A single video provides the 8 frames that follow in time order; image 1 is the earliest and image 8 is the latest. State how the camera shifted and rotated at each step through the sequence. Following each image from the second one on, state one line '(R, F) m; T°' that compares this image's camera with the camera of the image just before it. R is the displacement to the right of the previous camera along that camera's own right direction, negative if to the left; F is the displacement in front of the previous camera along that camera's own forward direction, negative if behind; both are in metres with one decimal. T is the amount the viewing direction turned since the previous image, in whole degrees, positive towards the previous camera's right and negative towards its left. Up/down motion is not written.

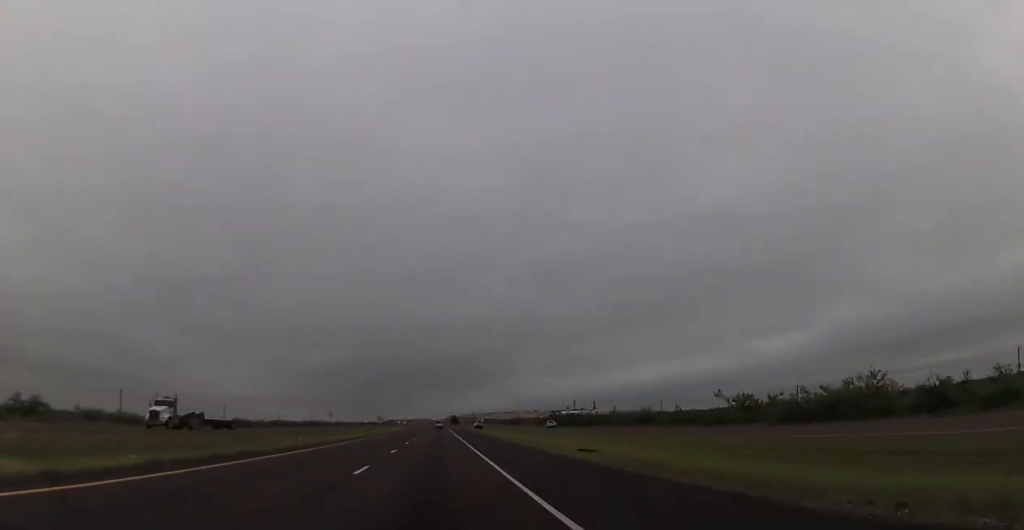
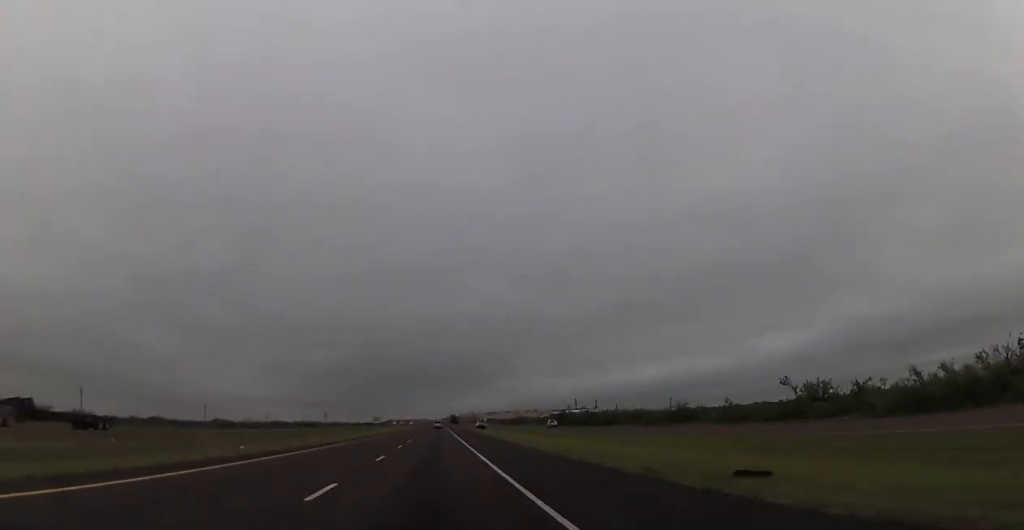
(-0.2, +17.8) m; 0°
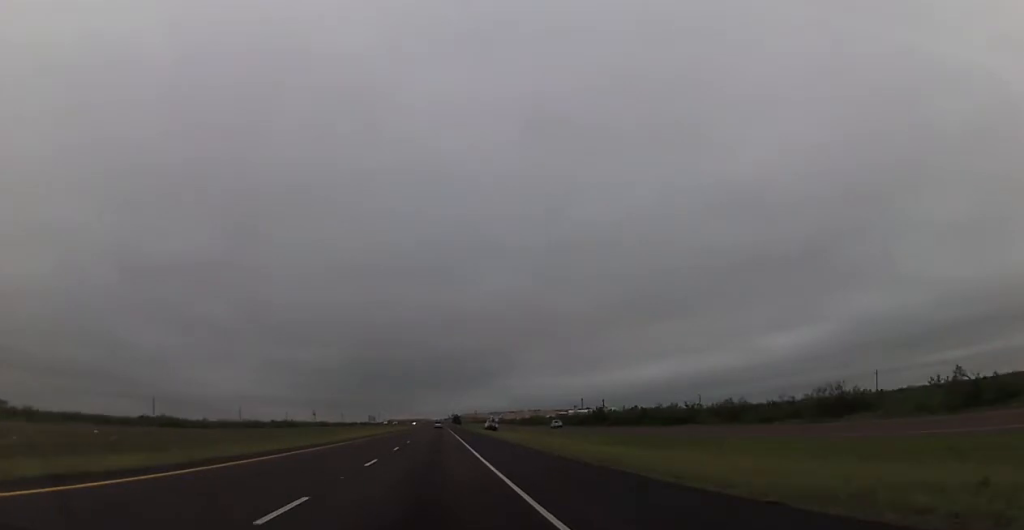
(+0.2, +39.1) m; +1°
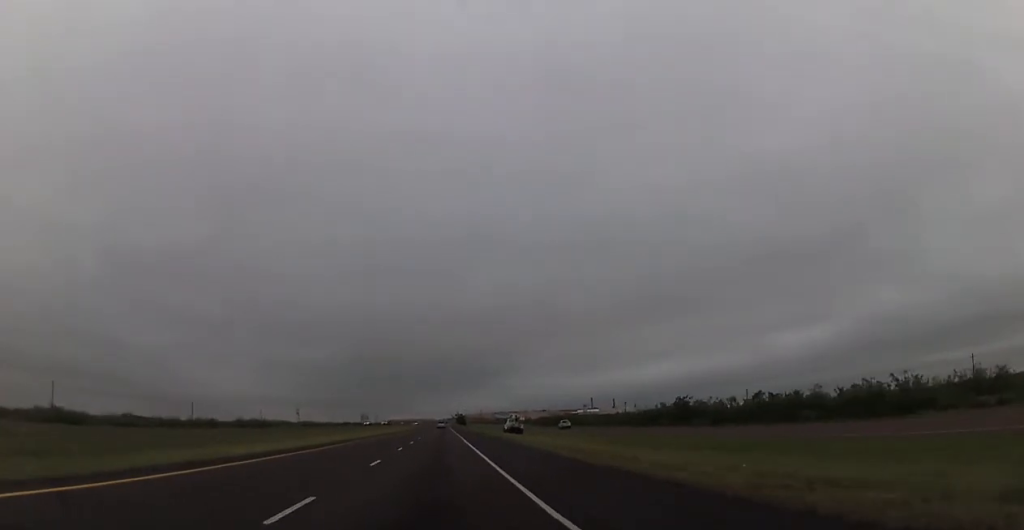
(+0.3, +48.6) m; 0°
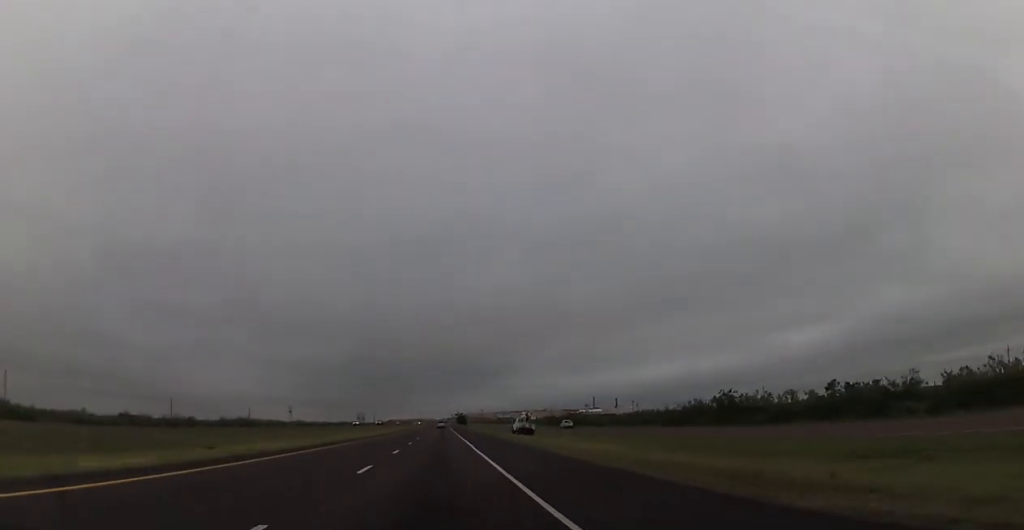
(-0.1, +15.4) m; 0°
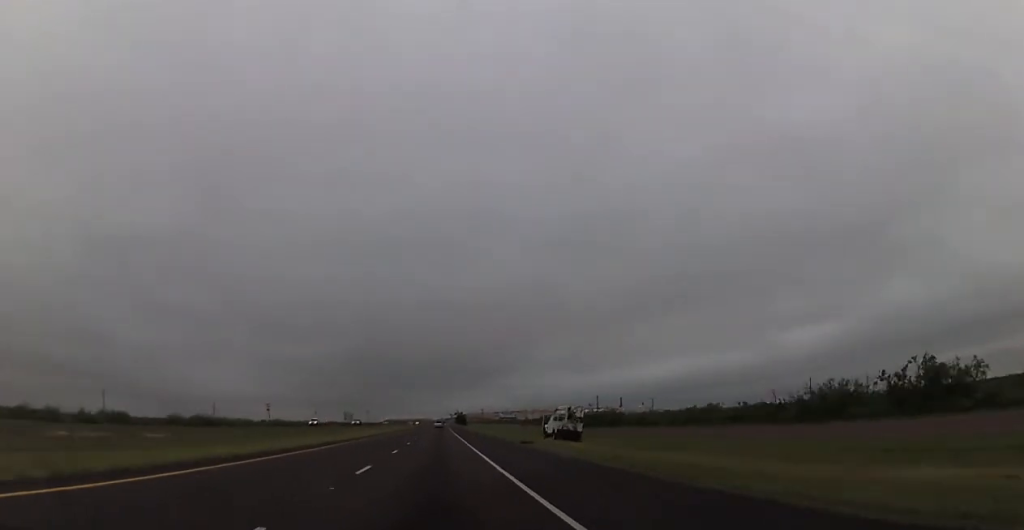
(-0.3, +36.6) m; -1°
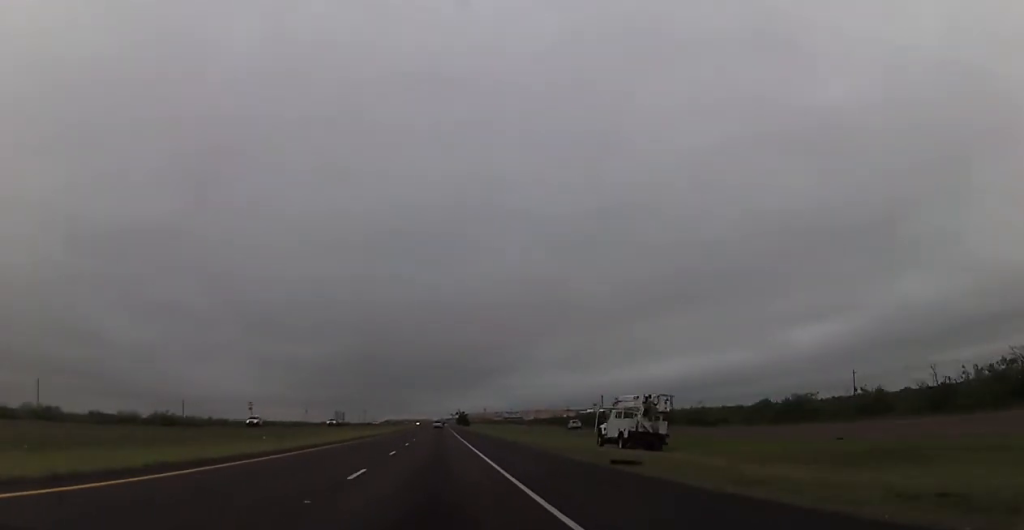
(-0.3, +26.0) m; 0°
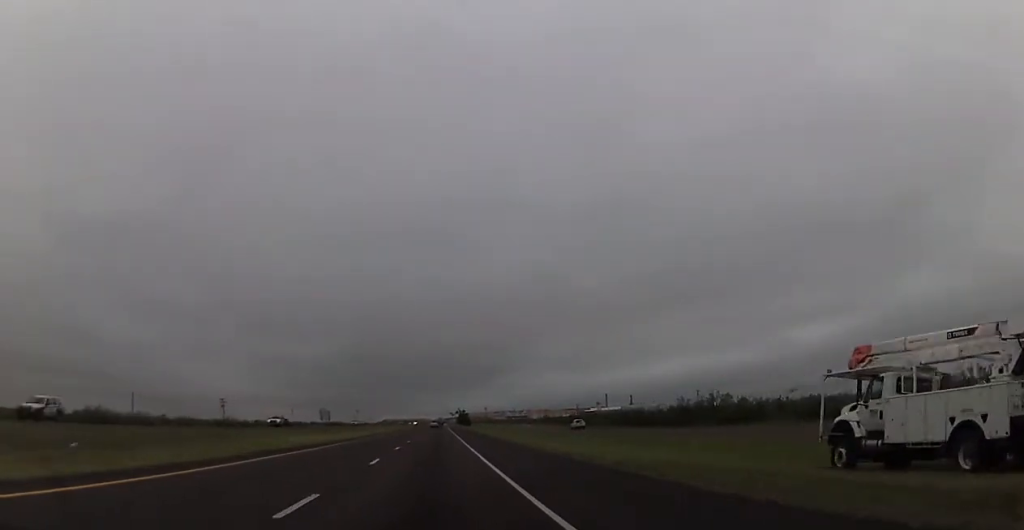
(+0.5, +30.8) m; +1°
